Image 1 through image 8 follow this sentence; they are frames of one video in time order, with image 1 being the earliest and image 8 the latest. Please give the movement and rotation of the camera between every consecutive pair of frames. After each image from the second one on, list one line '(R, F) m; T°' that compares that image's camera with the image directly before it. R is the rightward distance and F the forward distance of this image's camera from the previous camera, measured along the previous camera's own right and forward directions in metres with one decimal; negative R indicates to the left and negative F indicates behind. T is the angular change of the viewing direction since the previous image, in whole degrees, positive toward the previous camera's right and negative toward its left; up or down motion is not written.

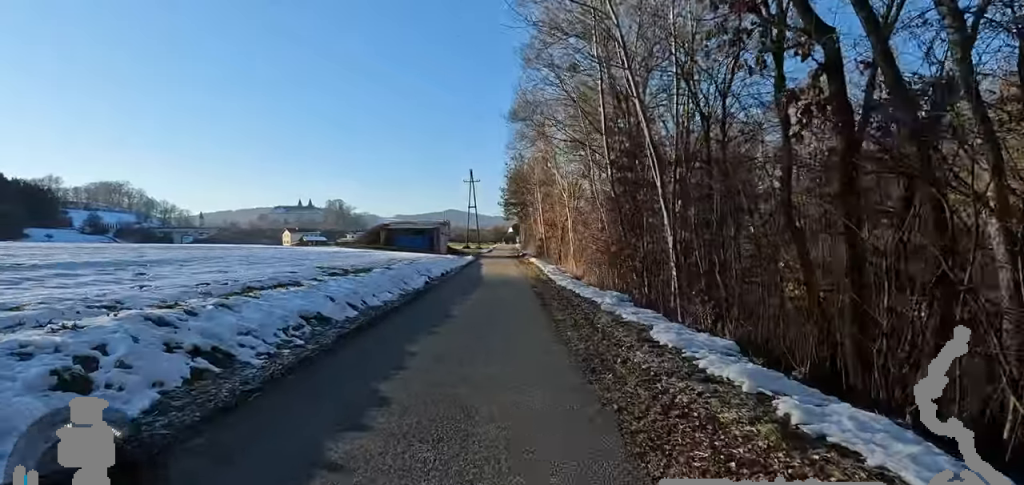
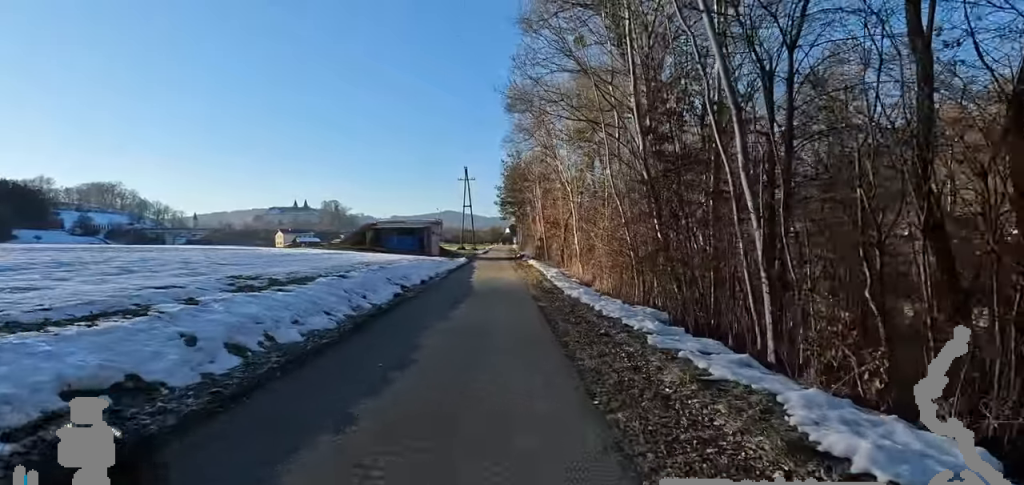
(+1.0, +3.4) m; 0°
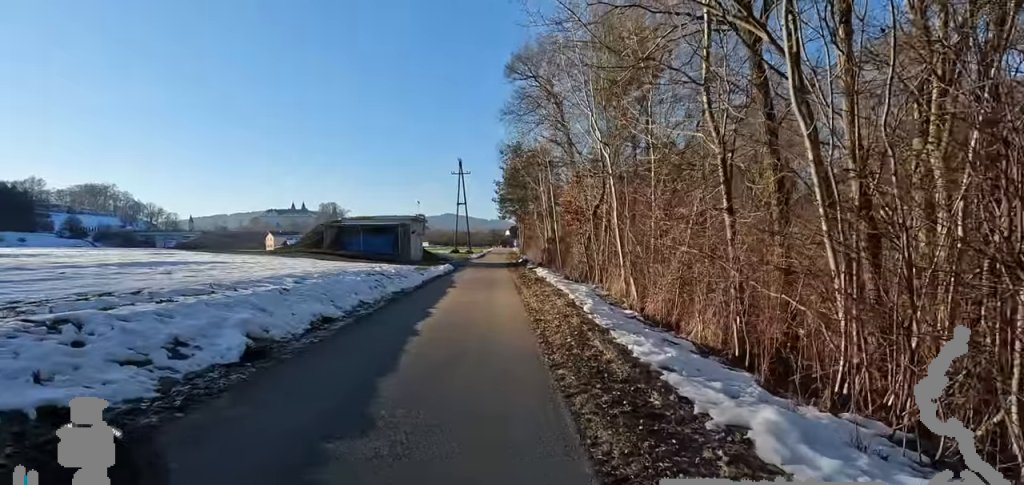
(-0.4, +9.6) m; +2°
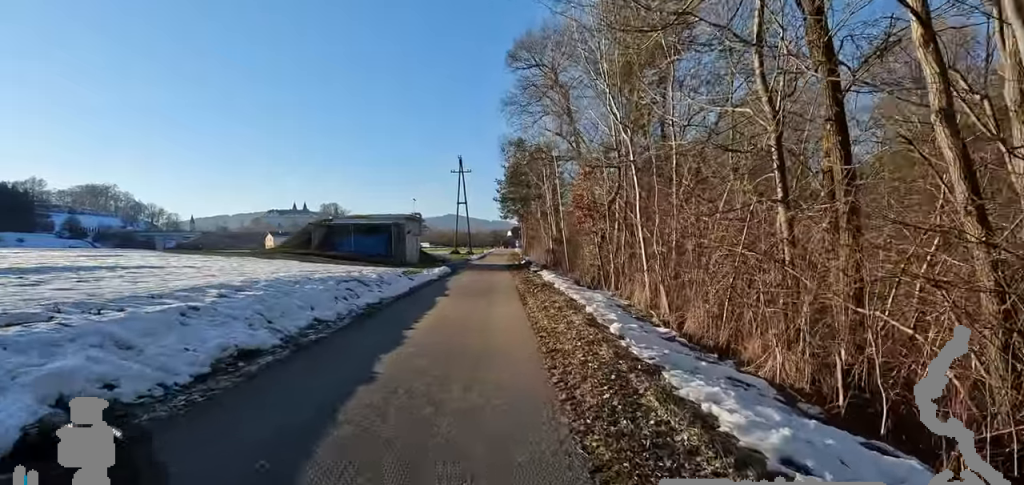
(-0.2, +2.3) m; 0°
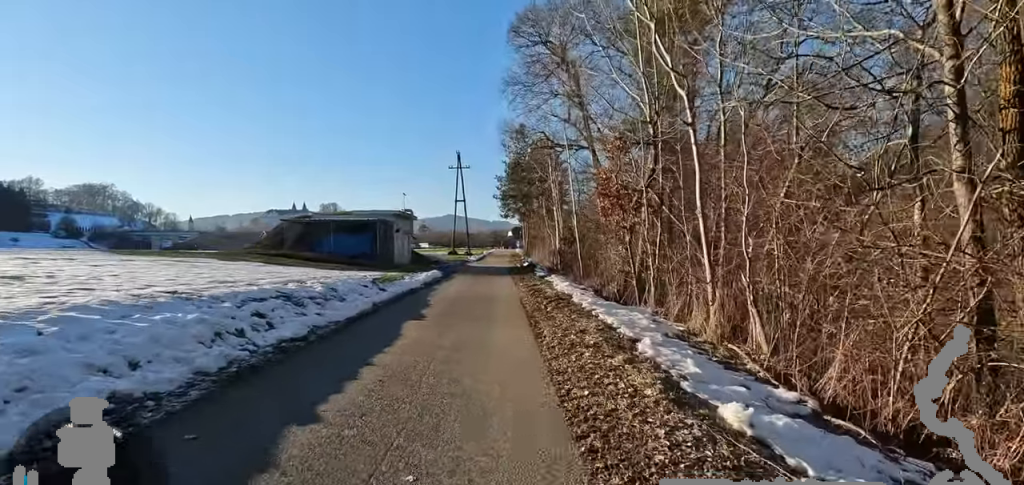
(-0.7, +3.7) m; -2°
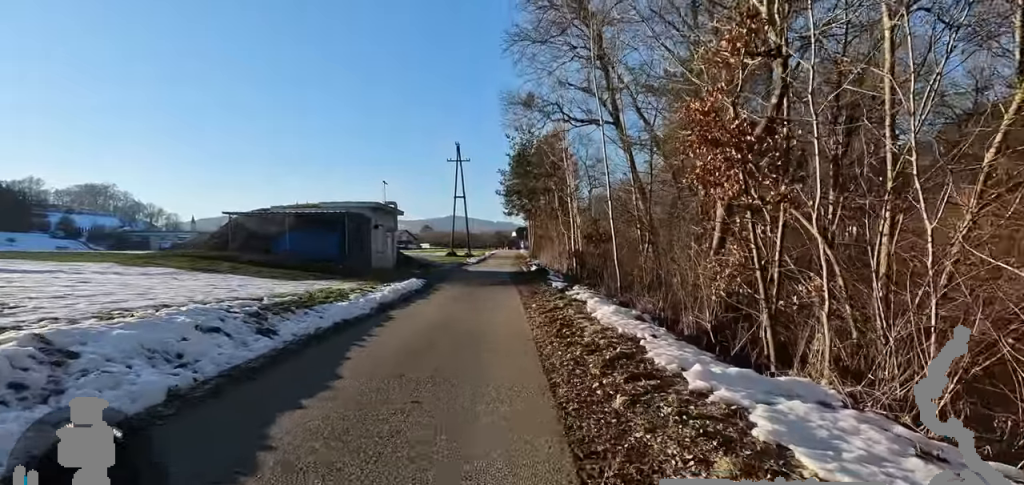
(+0.7, +6.1) m; 0°
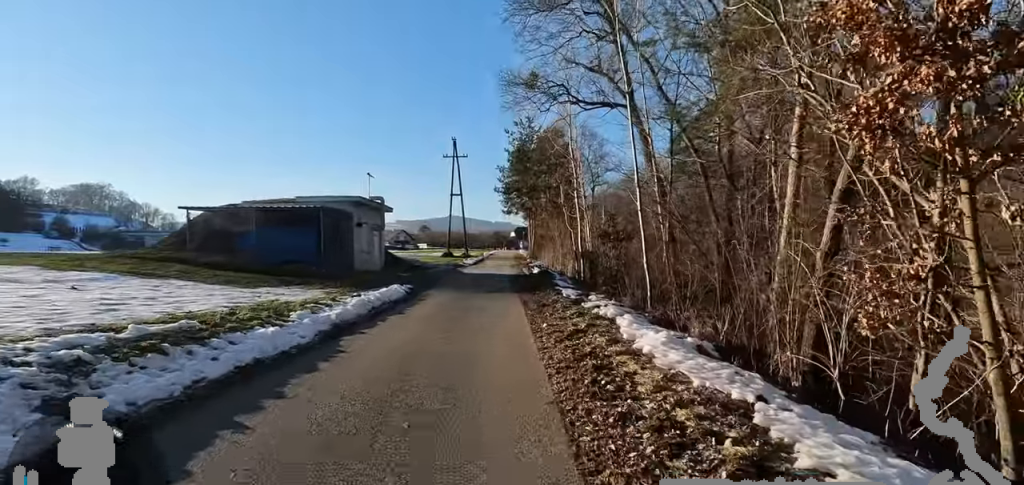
(-0.5, +2.8) m; 0°
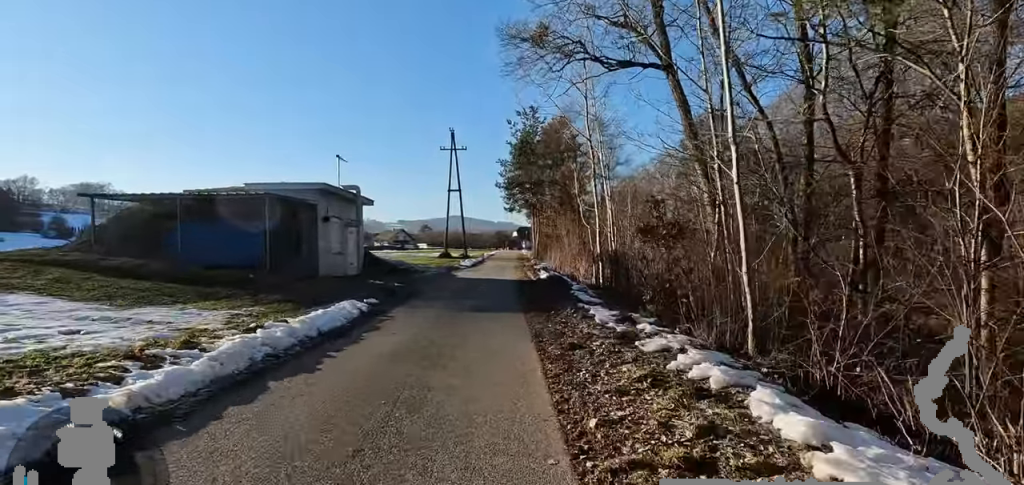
(+0.3, +4.7) m; 0°
